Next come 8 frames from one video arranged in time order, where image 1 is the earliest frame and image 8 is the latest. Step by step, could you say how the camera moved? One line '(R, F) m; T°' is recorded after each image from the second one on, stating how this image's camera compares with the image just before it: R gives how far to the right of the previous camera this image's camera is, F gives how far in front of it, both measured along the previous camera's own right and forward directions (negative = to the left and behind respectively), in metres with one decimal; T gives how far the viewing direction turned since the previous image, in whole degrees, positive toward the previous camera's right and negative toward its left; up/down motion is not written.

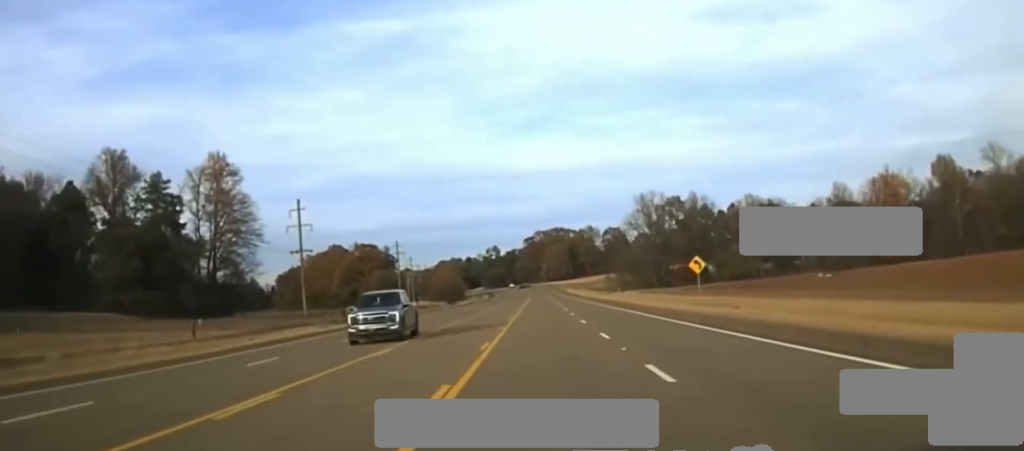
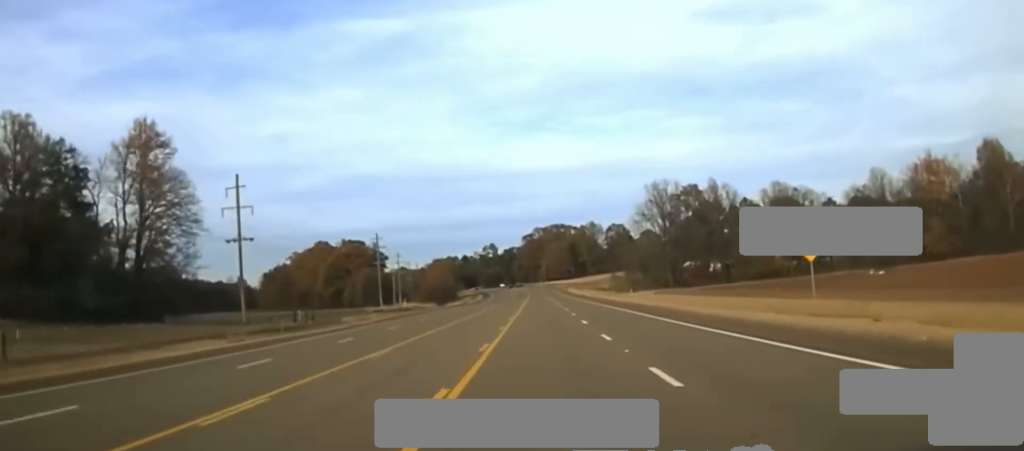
(+0.1, +25.2) m; 0°
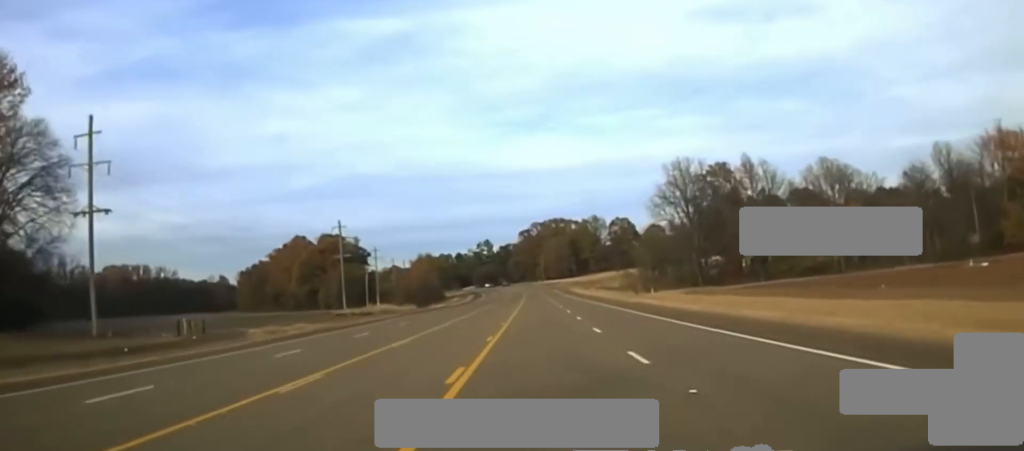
(+0.1, +33.0) m; 0°
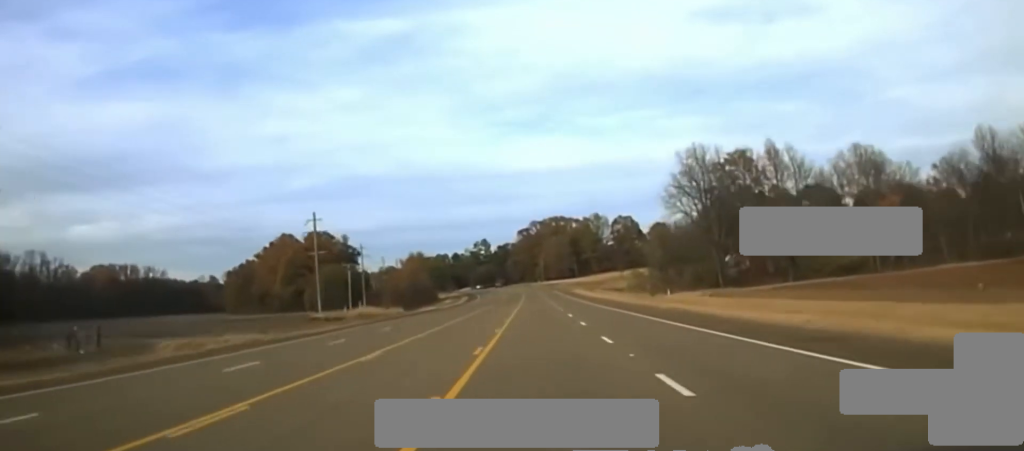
(-0.1, +15.7) m; 0°
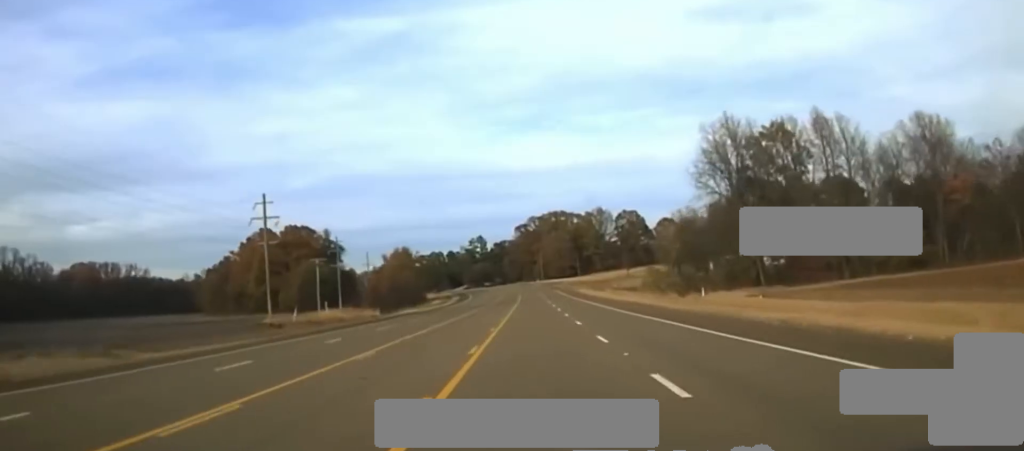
(0.0, +26.0) m; 0°
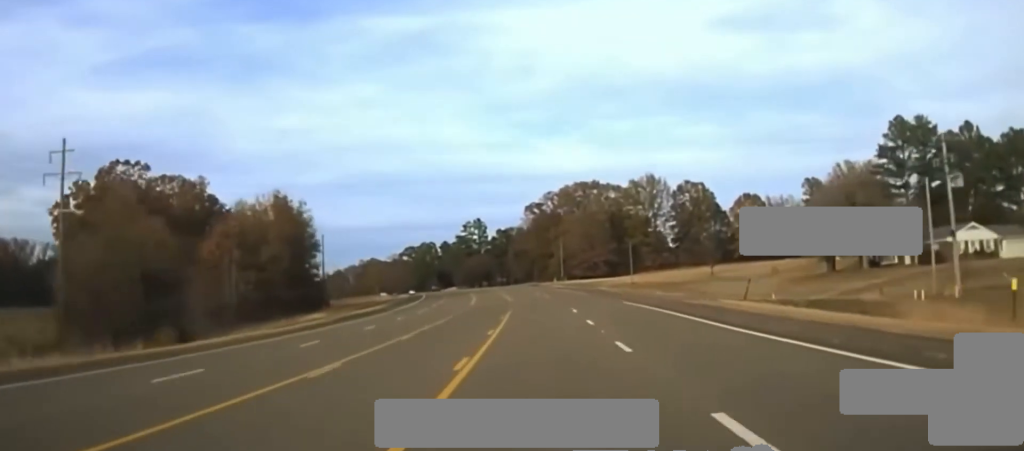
(-1.0, +113.1) m; -1°
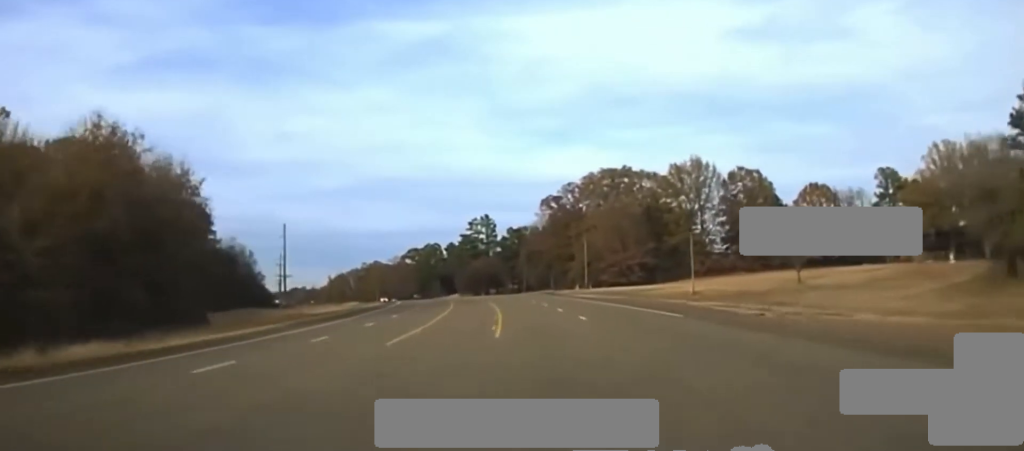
(-0.2, +46.9) m; -2°
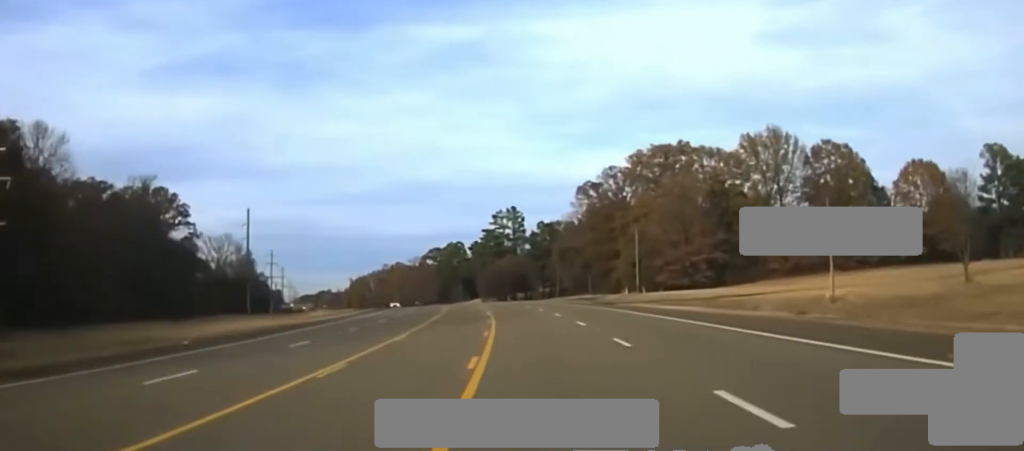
(-0.7, +39.3) m; -3°
